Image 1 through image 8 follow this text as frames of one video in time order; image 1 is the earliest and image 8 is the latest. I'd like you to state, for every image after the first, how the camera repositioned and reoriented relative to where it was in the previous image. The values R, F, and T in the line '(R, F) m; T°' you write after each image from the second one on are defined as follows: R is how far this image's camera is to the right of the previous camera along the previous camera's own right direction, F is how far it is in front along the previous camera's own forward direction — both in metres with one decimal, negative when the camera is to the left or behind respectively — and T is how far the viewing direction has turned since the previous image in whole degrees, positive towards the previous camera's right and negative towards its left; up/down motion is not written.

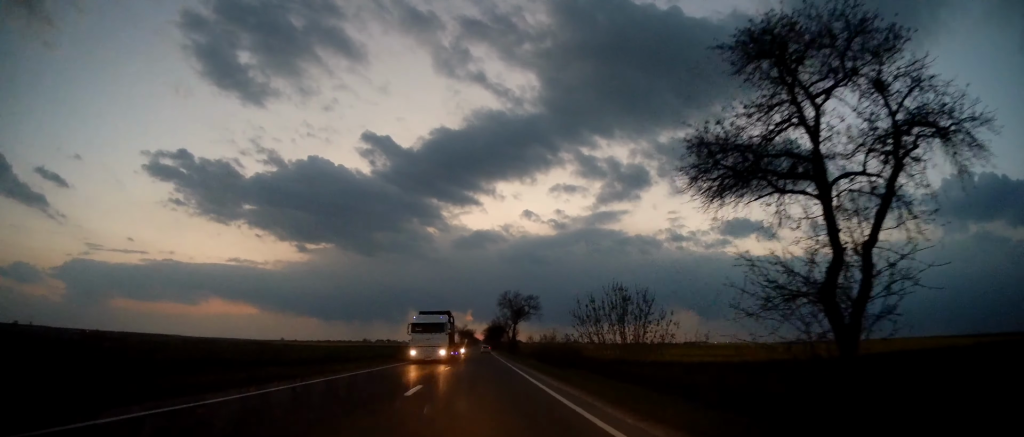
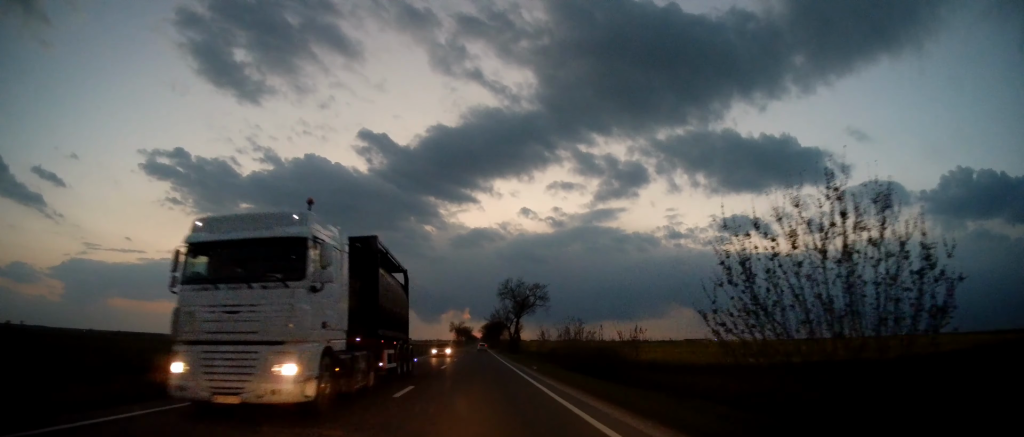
(+0.2, +15.6) m; 0°
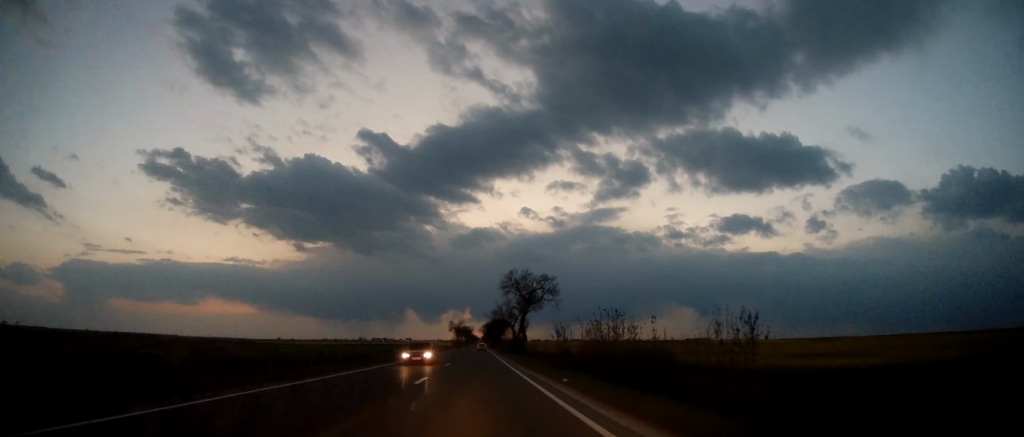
(+0.2, +10.4) m; 0°
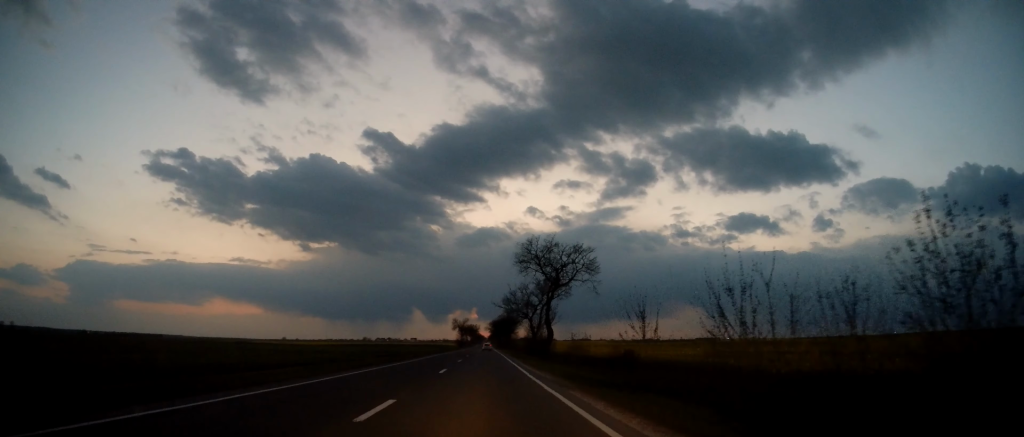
(-0.3, +22.5) m; 0°
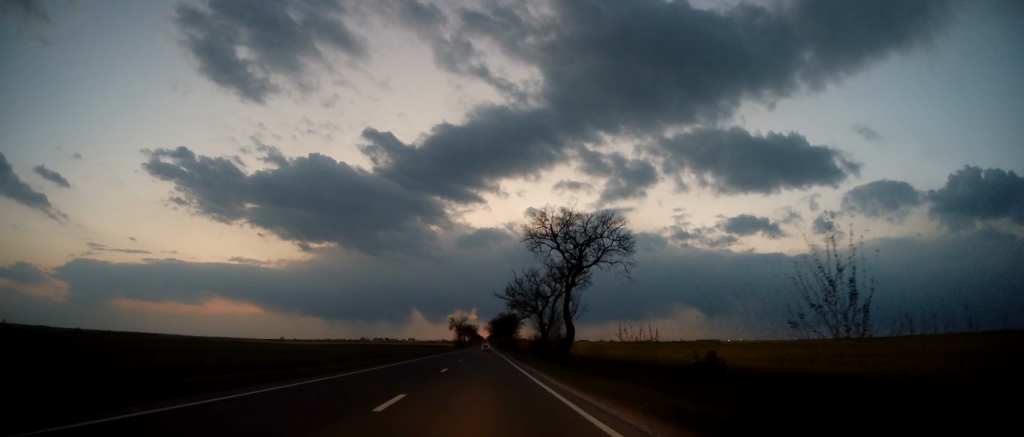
(0.0, +12.9) m; 0°
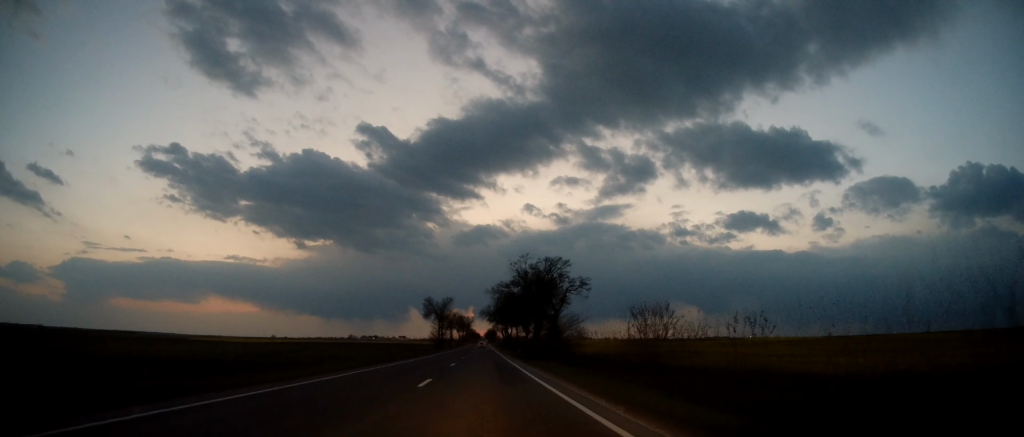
(-0.1, +80.4) m; 0°
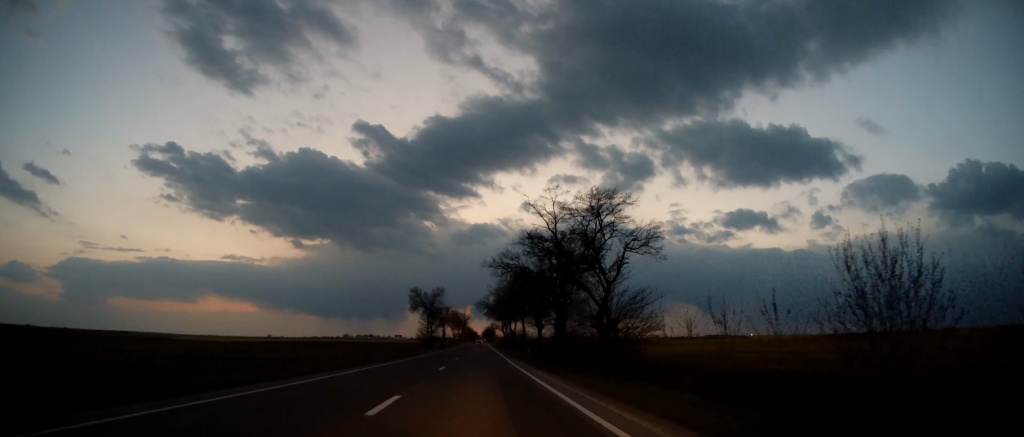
(+0.2, +20.4) m; 0°
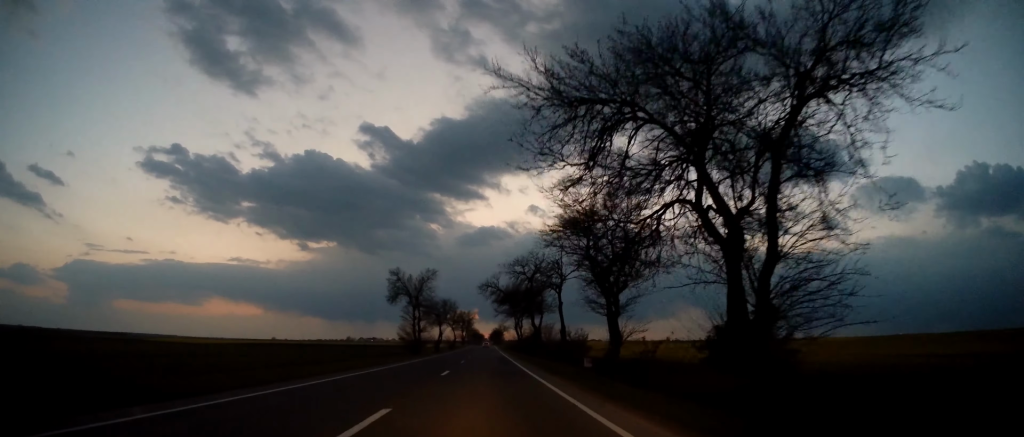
(-0.4, +30.5) m; -1°
